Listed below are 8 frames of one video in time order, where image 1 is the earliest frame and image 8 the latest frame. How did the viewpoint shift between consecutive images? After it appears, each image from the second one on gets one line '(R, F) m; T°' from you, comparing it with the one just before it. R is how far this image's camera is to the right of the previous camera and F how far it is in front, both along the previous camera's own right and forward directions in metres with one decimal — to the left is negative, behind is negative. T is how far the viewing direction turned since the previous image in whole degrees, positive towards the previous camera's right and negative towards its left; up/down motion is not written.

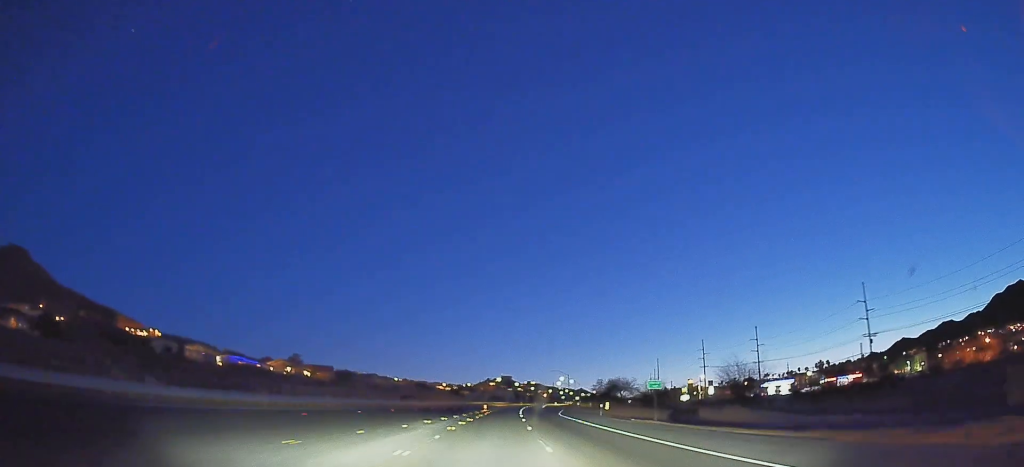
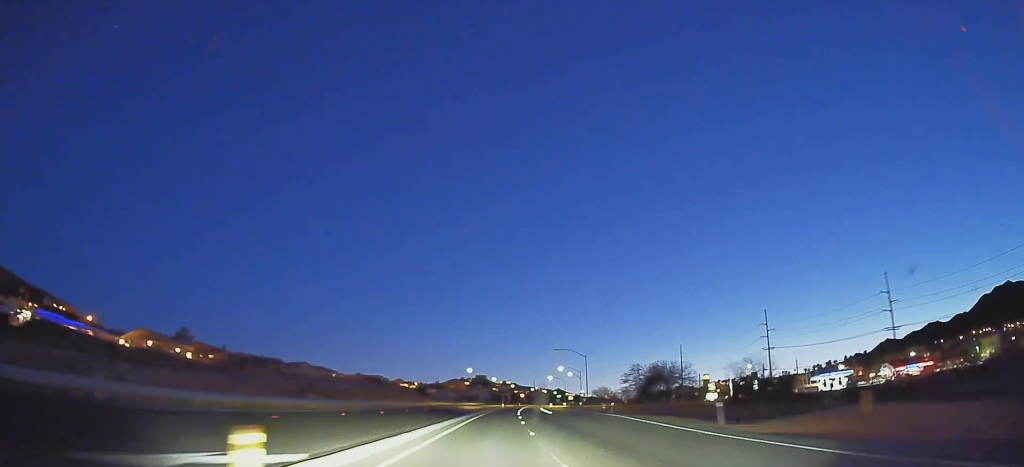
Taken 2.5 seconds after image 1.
(+1.3, +64.5) m; +2°
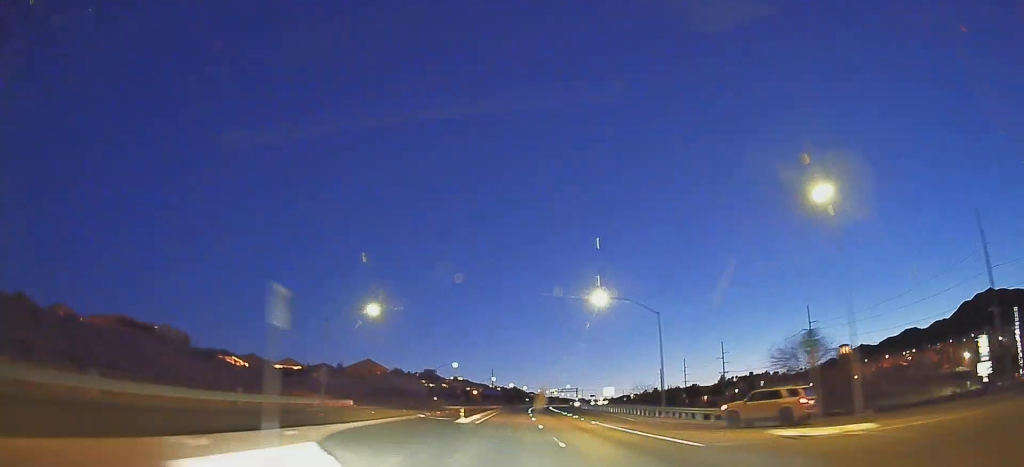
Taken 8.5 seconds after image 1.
(+7.8, +152.8) m; +7°
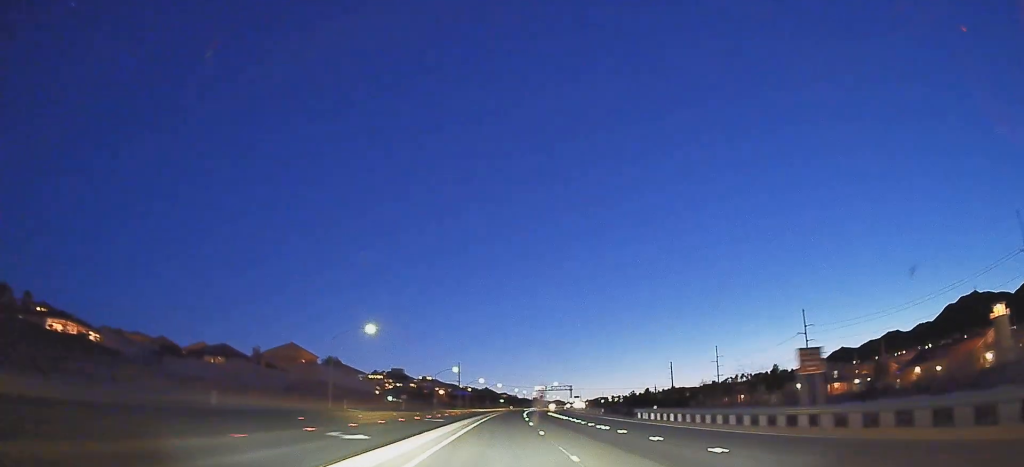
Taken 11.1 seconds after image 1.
(+2.0, +65.6) m; +5°
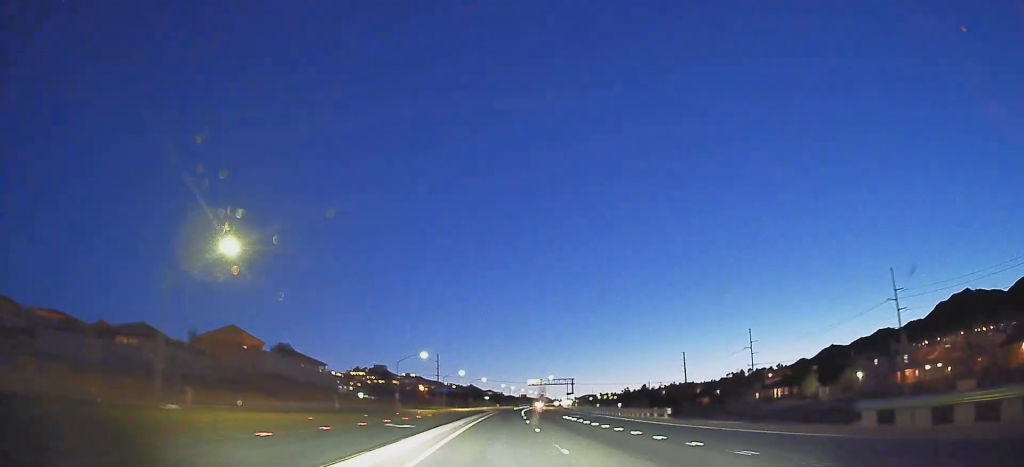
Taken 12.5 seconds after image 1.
(+2.6, +35.0) m; +2°
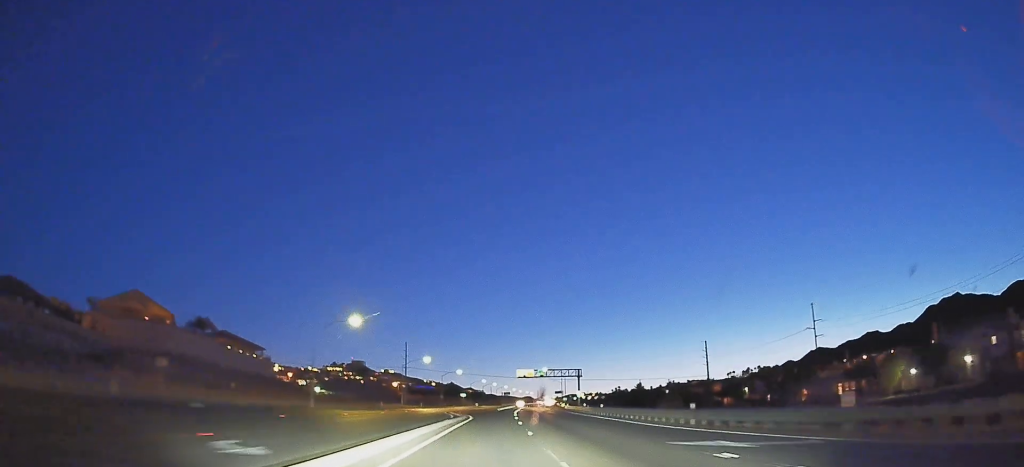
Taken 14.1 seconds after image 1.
(+1.2, +40.1) m; +1°
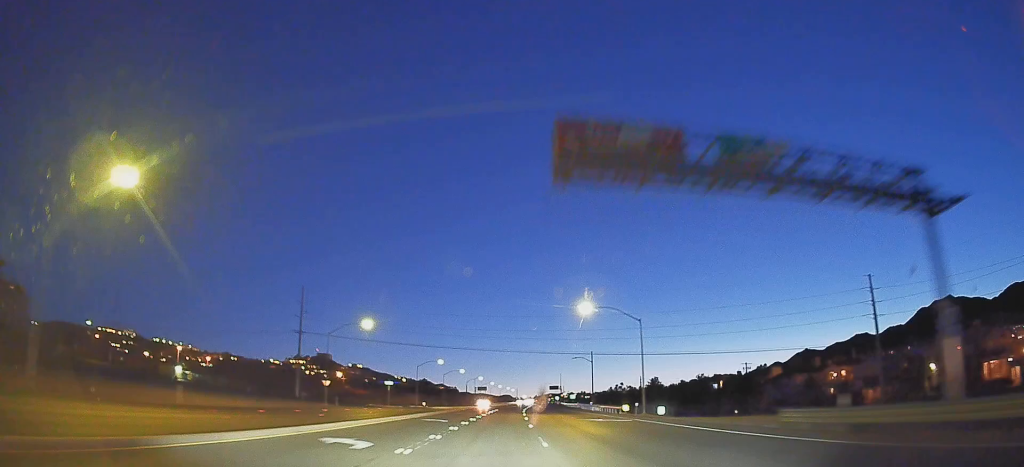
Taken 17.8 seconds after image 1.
(-1.1, +92.3) m; 0°
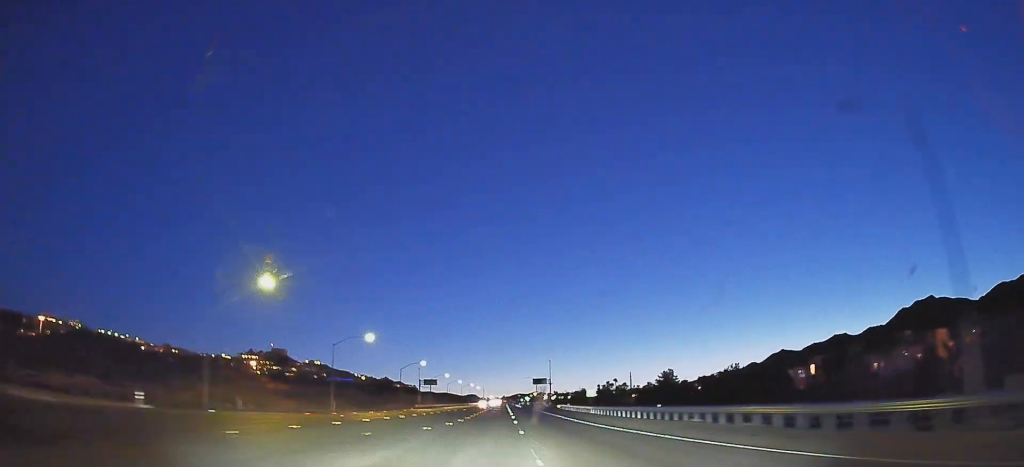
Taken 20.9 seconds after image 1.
(+0.7, +78.2) m; +1°
